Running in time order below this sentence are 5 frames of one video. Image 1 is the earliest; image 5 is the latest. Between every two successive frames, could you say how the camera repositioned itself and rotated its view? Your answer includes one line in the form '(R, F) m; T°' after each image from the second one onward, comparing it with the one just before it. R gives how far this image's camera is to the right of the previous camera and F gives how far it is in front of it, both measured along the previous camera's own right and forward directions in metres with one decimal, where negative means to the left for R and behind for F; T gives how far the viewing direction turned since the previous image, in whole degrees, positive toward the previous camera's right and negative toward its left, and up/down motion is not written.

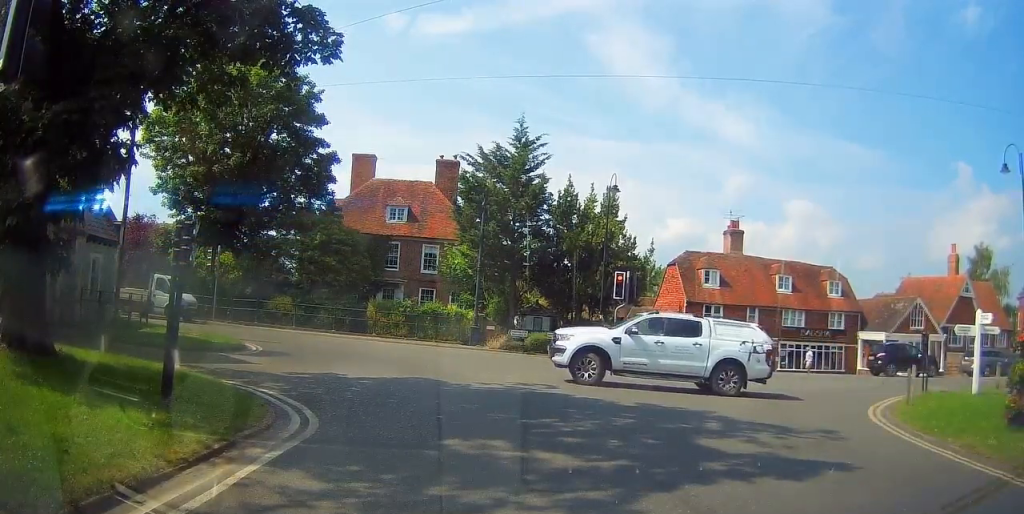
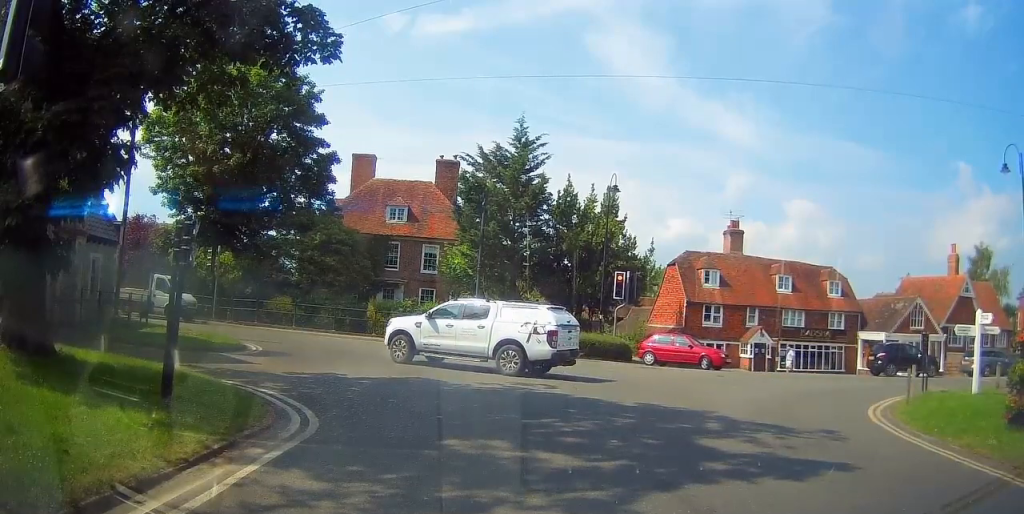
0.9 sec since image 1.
(0.0, 0.0) m; 0°
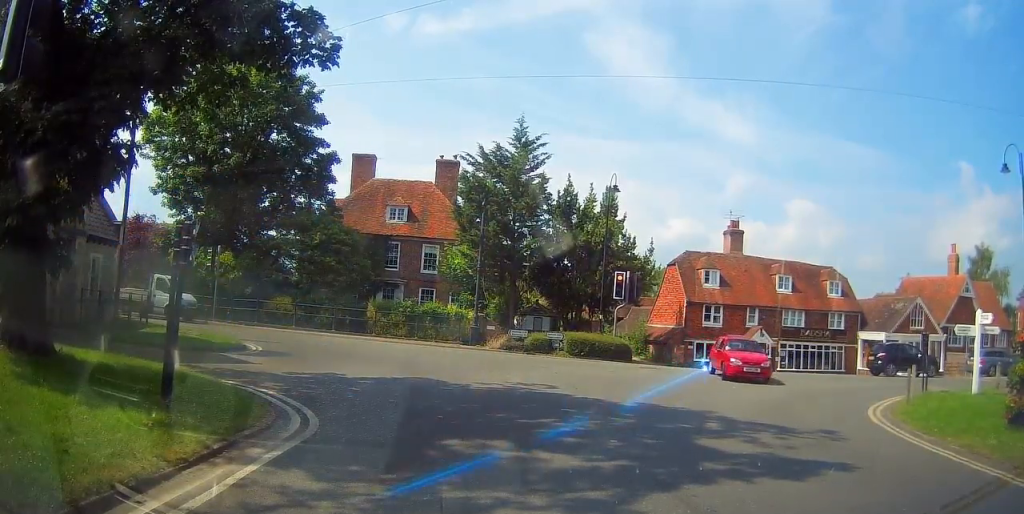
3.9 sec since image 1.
(0.0, 0.0) m; 0°
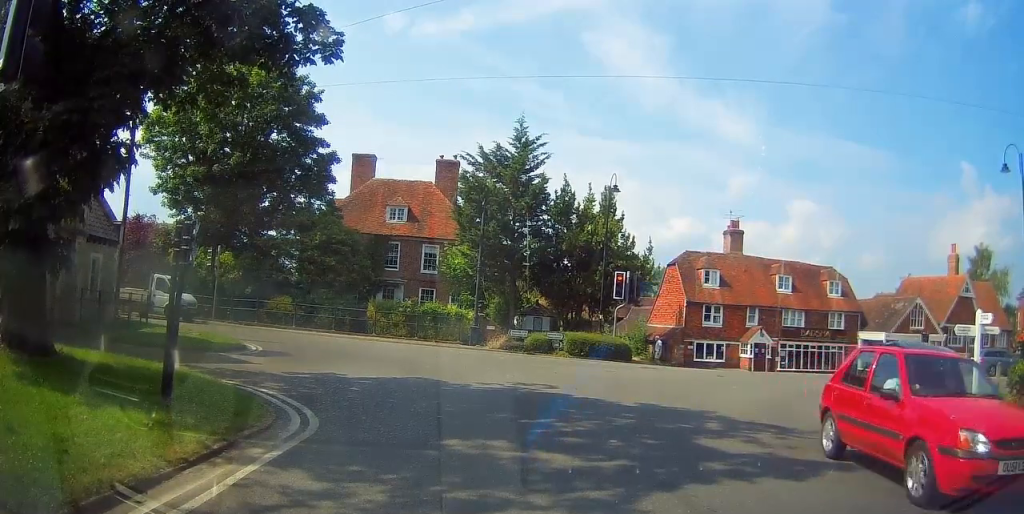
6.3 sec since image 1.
(0.0, 0.0) m; 0°
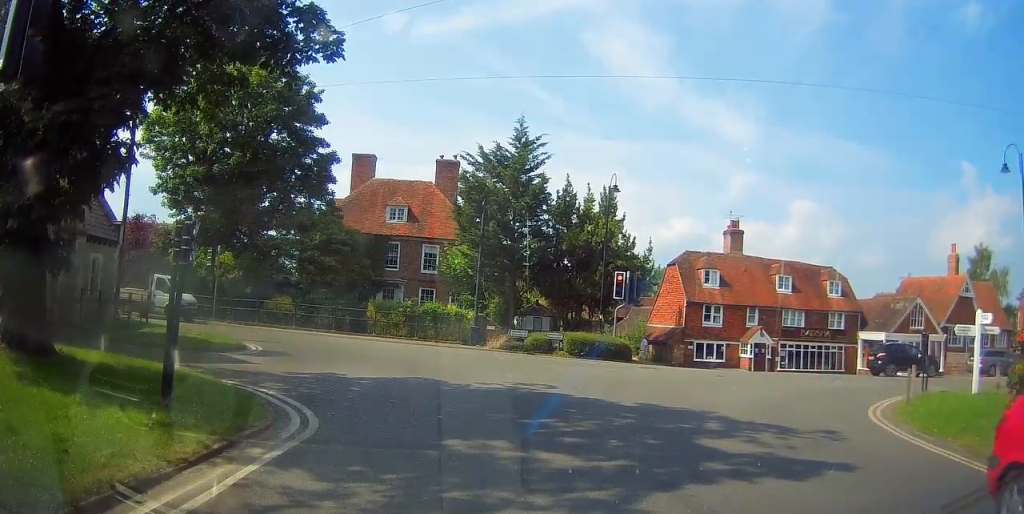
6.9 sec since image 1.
(0.0, 0.0) m; 0°
